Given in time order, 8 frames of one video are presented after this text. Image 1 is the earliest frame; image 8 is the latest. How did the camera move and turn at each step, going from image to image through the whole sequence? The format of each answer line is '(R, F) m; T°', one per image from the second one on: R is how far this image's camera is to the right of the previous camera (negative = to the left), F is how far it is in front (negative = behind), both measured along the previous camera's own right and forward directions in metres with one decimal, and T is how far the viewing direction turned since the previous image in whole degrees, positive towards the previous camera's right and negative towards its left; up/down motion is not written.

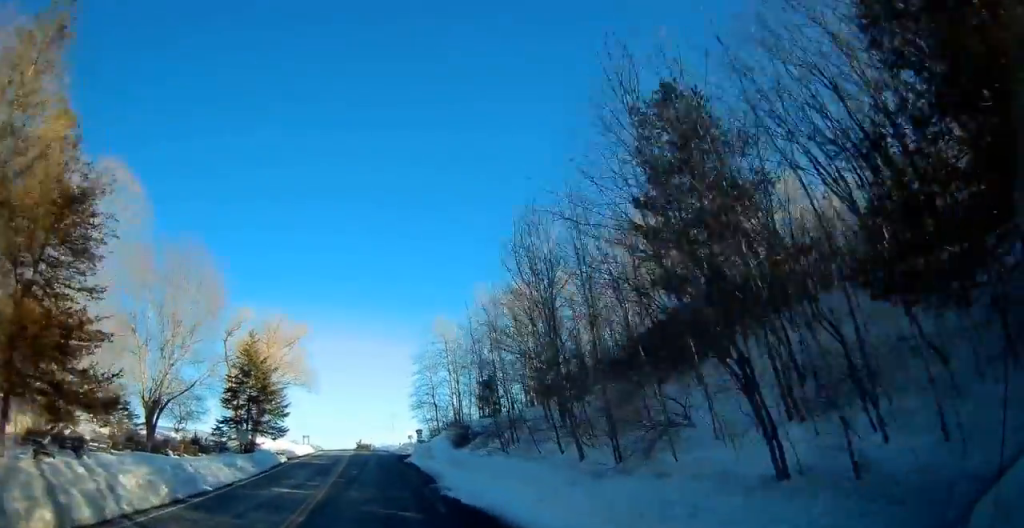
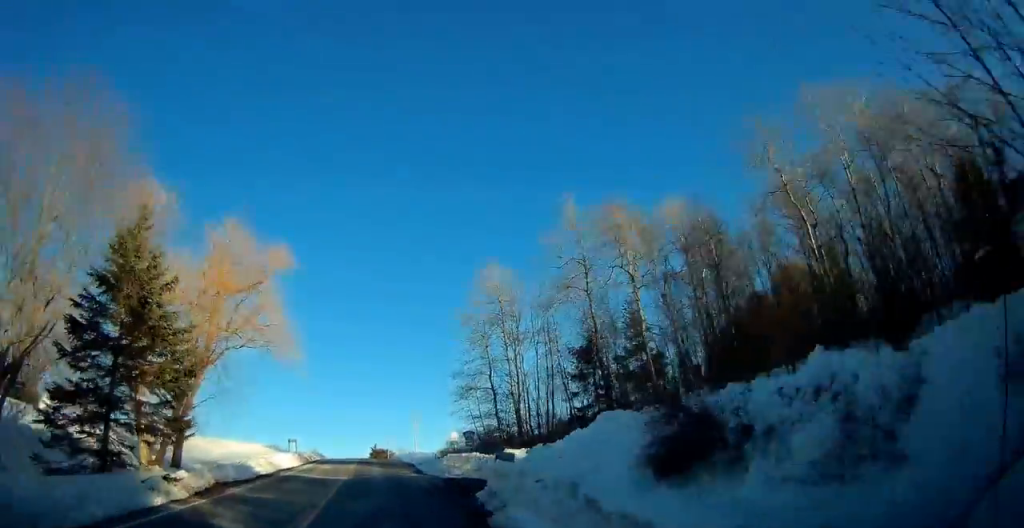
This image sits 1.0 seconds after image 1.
(-0.2, +24.8) m; -1°
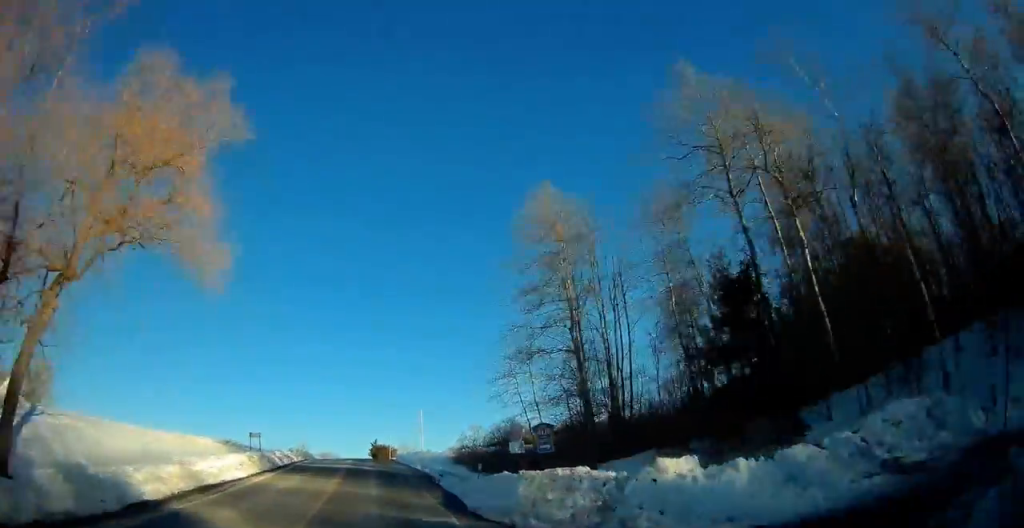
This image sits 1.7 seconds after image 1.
(0.0, +16.5) m; -1°
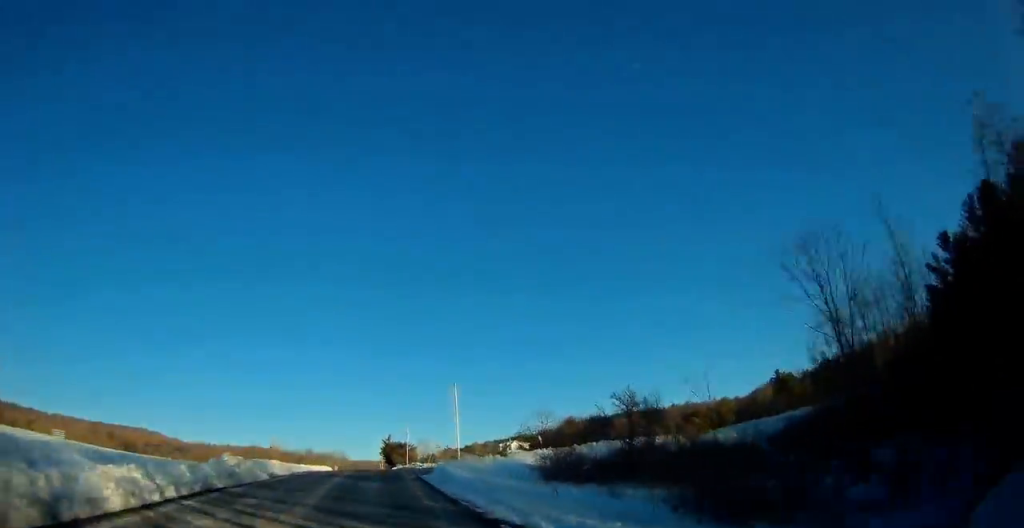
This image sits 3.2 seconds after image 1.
(-0.6, +35.0) m; -1°
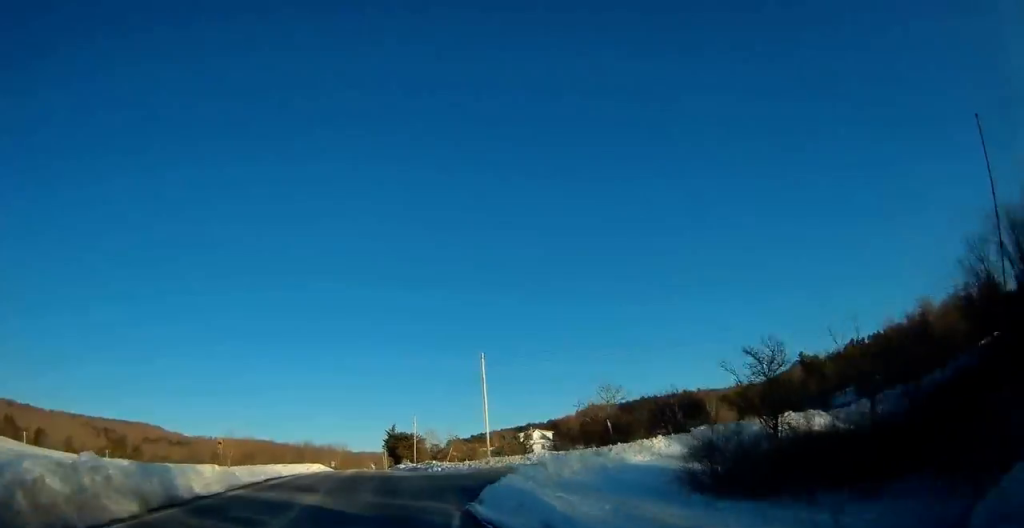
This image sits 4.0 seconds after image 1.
(0.0, +18.6) m; 0°
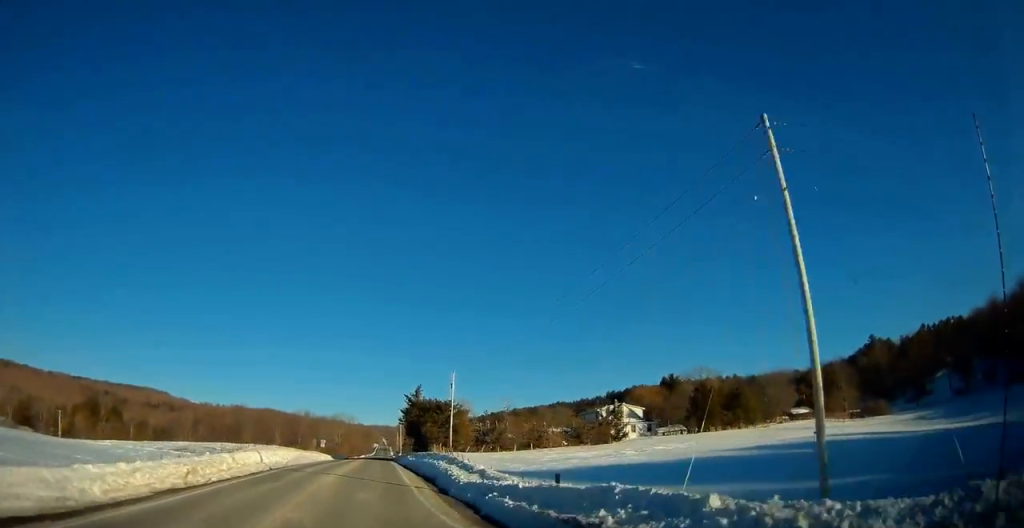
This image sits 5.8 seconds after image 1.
(-0.2, +41.4) m; -1°
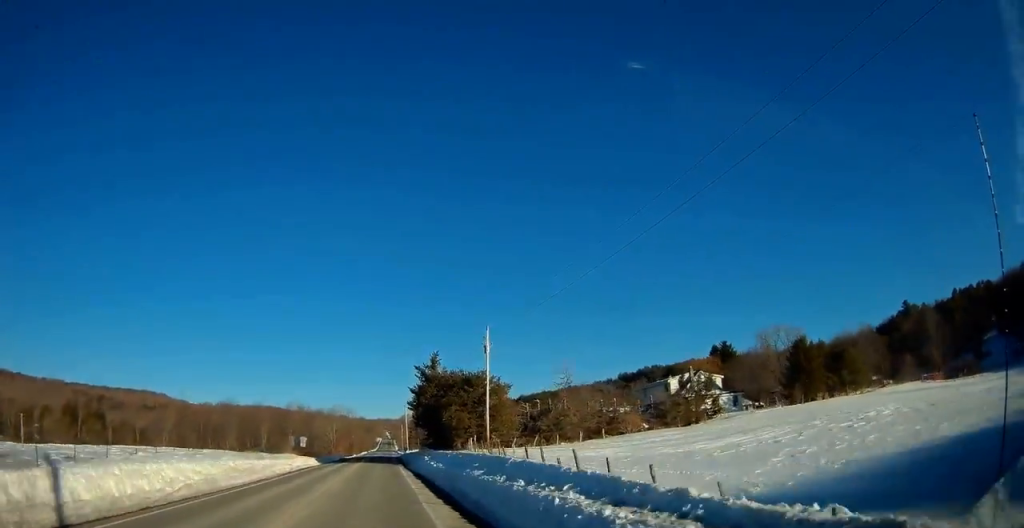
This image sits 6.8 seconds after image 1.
(-0.2, +23.2) m; 0°
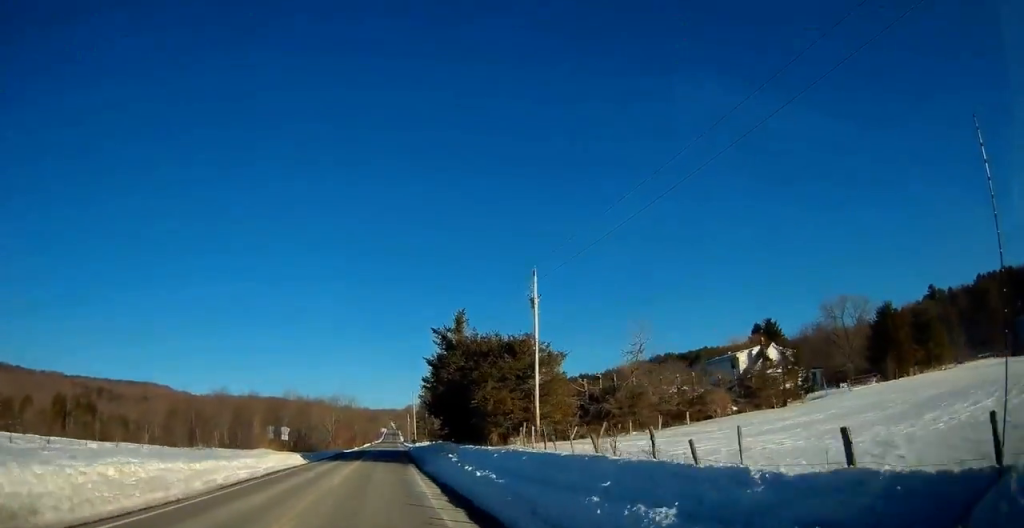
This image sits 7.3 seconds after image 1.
(+0.1, +13.7) m; 0°
